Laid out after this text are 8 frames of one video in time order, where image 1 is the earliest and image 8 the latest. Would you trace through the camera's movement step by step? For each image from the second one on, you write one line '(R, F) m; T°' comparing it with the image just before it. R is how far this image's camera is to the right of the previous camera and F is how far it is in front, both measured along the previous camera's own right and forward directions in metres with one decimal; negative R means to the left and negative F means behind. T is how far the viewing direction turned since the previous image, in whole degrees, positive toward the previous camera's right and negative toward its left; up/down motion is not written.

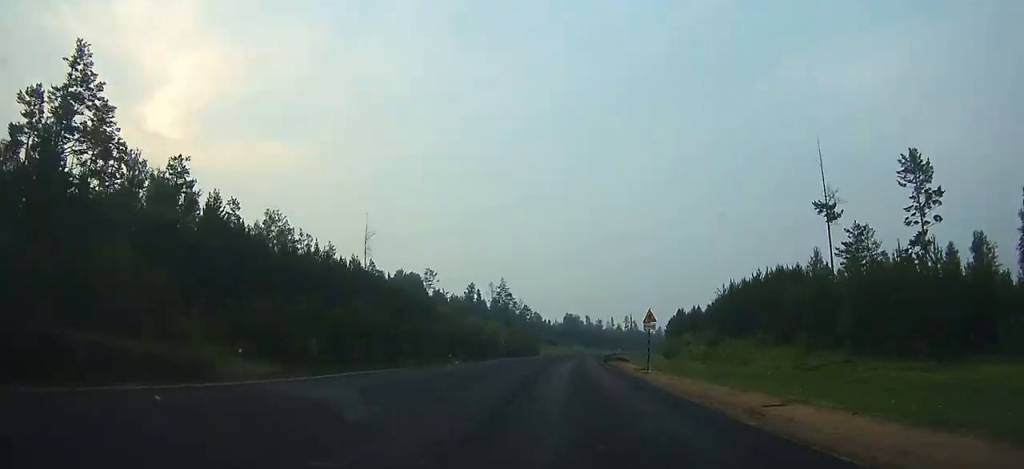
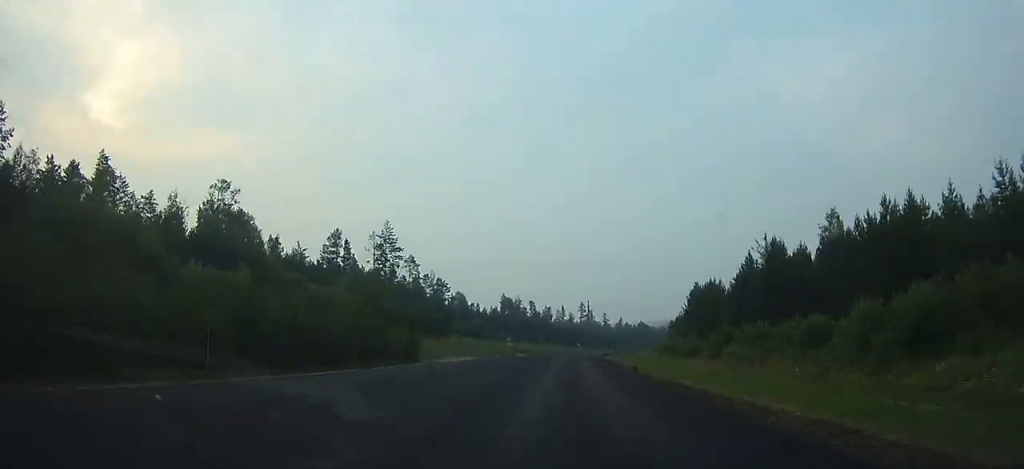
(+5.0, +88.9) m; +6°
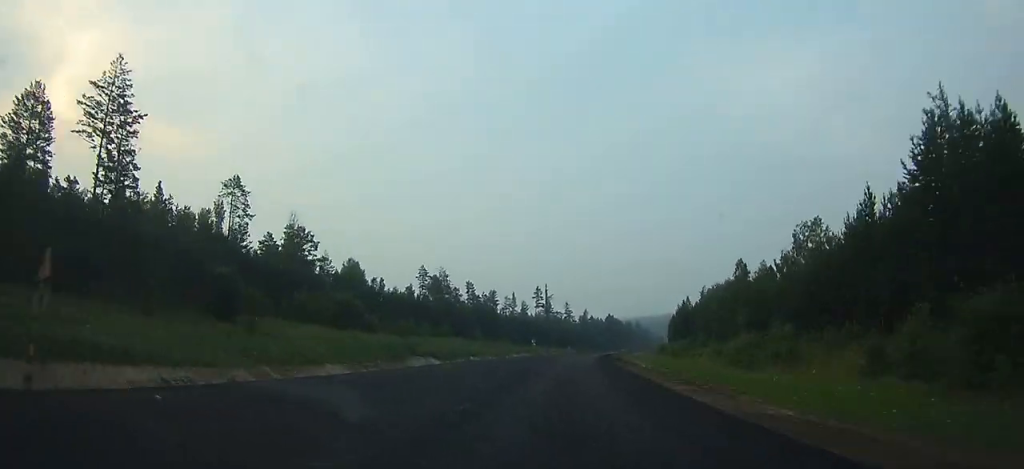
(+2.8, +73.4) m; +4°
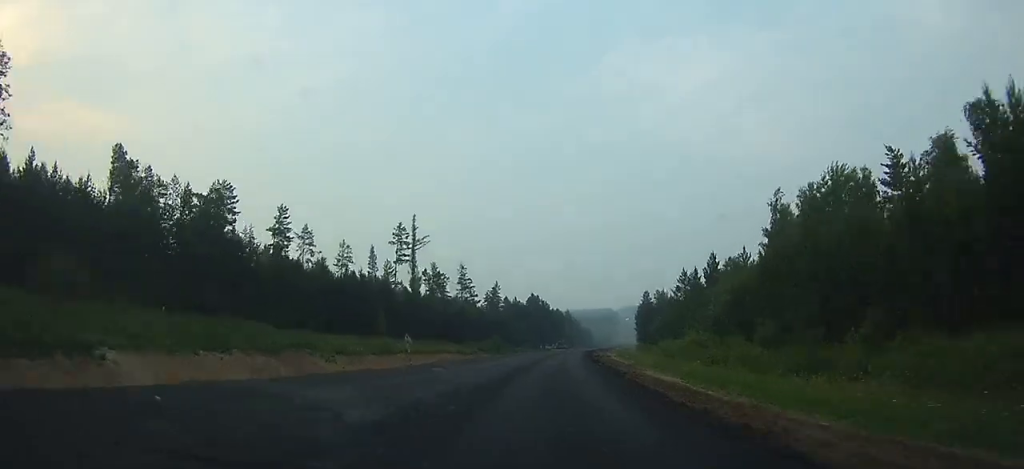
(+7.3, +121.7) m; +7°
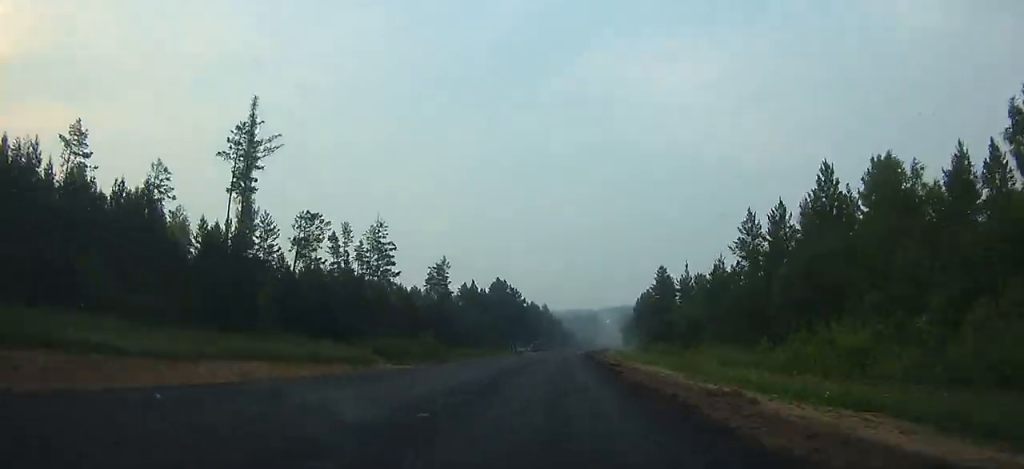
(+1.9, +61.6) m; +2°
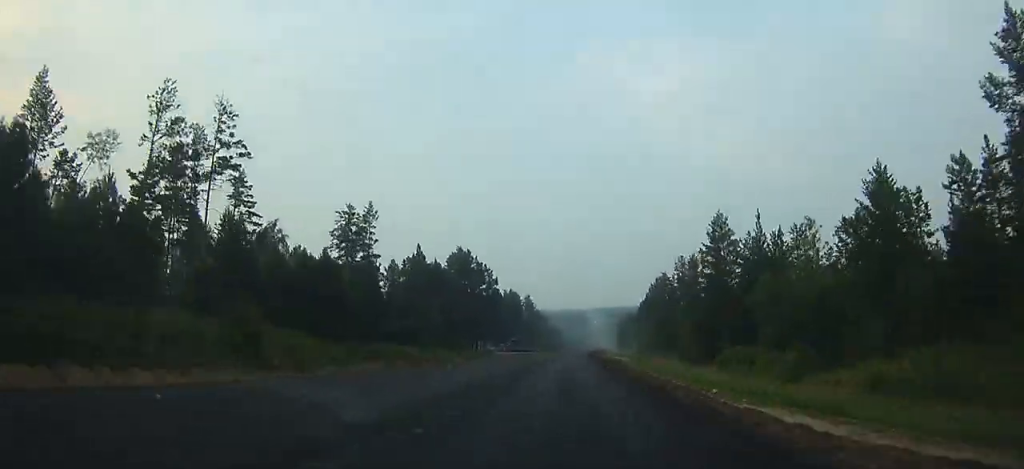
(+0.9, +52.5) m; 0°
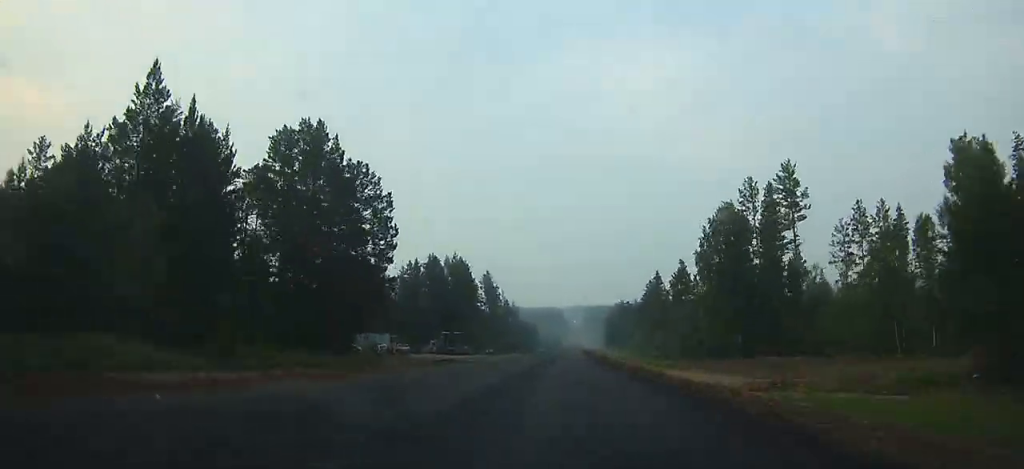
(-0.9, +74.5) m; -5°
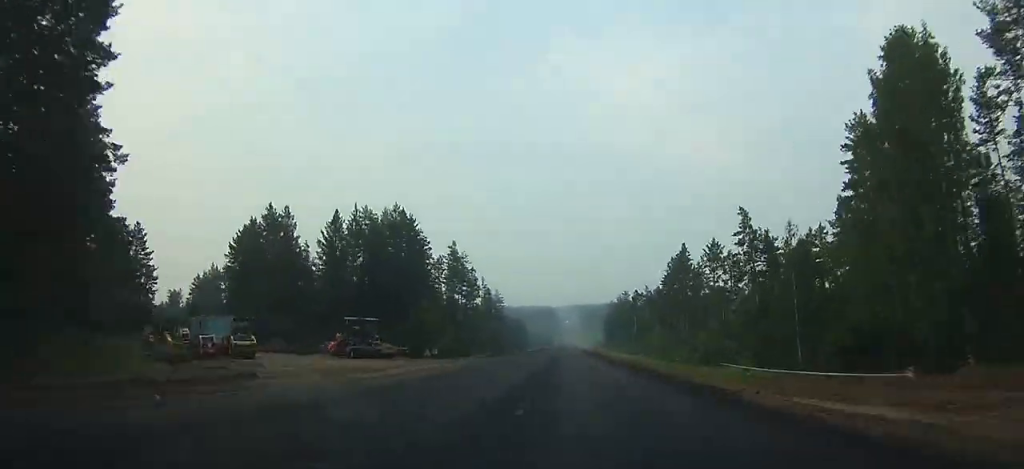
(+0.7, +45.0) m; -4°
